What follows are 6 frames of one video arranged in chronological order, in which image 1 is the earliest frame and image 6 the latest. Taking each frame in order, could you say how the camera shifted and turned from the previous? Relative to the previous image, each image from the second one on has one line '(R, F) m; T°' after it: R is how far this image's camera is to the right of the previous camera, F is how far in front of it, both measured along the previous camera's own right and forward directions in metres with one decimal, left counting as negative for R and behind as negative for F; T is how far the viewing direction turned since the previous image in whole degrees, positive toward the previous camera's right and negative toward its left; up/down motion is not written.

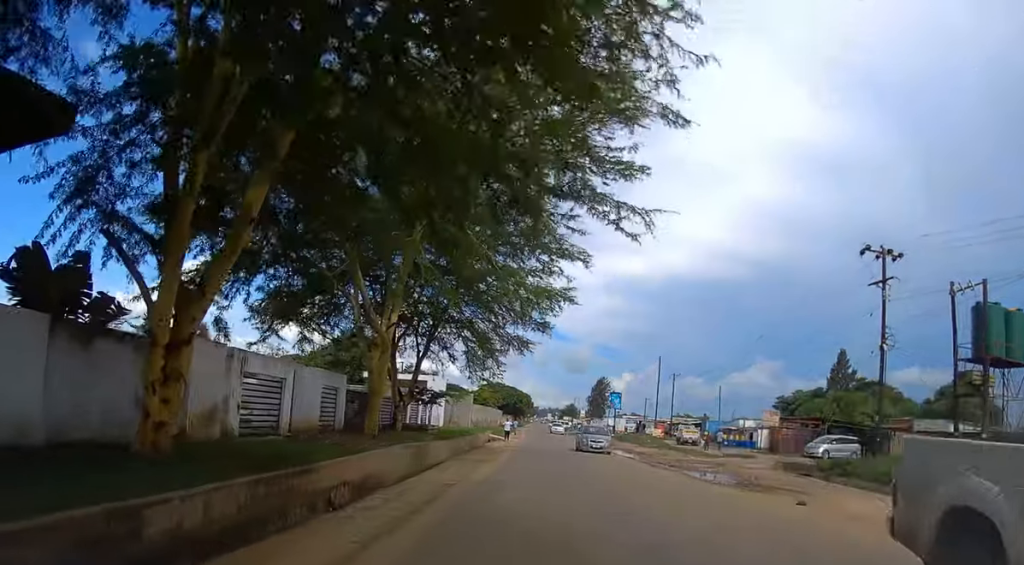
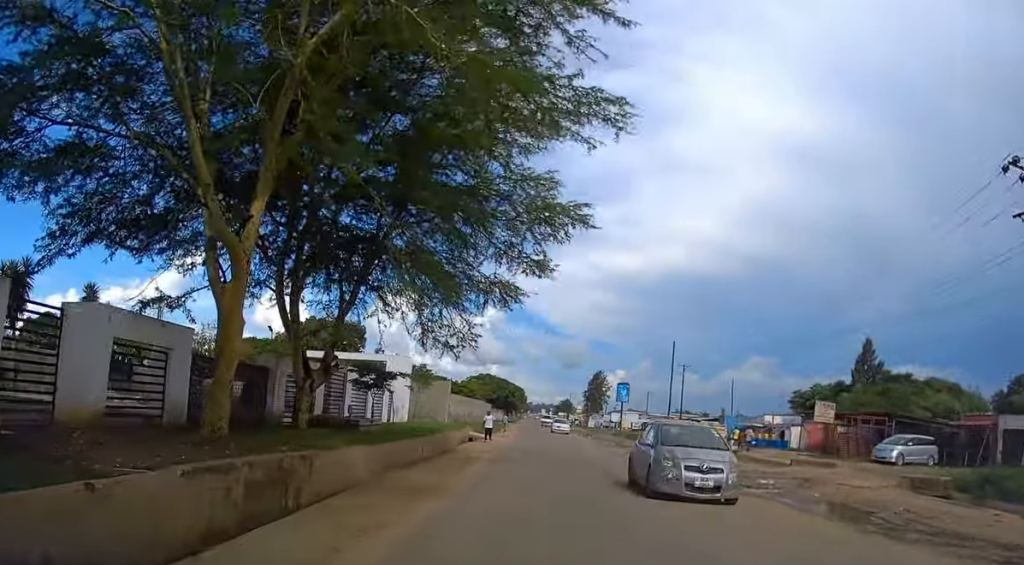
(-0.1, +11.6) m; 0°
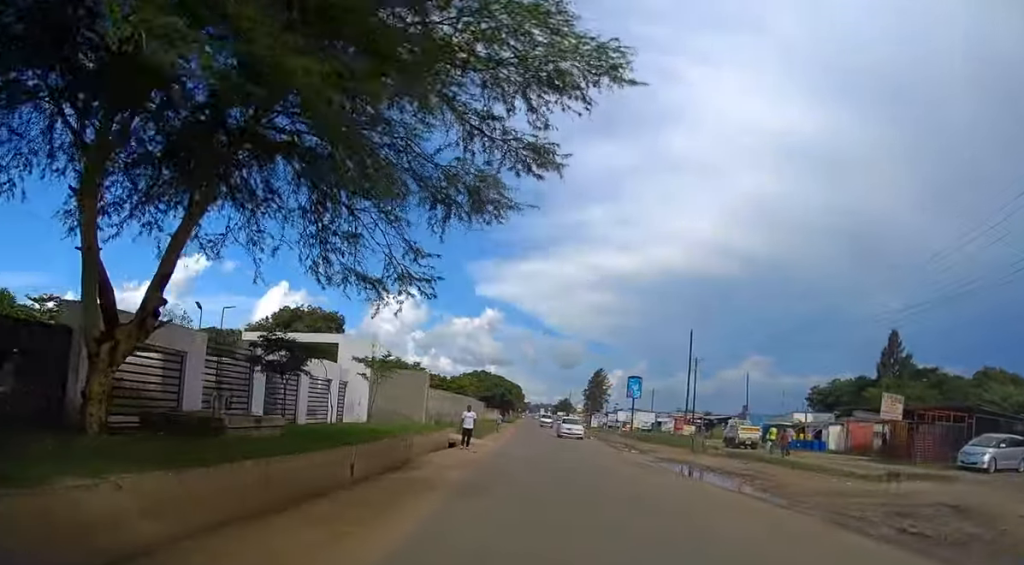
(0.0, +9.0) m; 0°
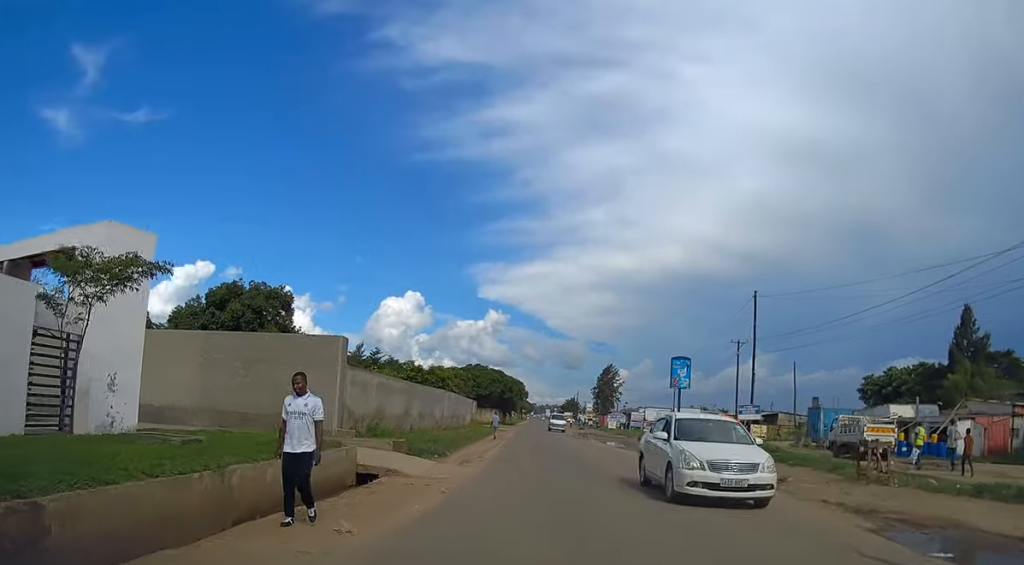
(0.0, +17.9) m; 0°
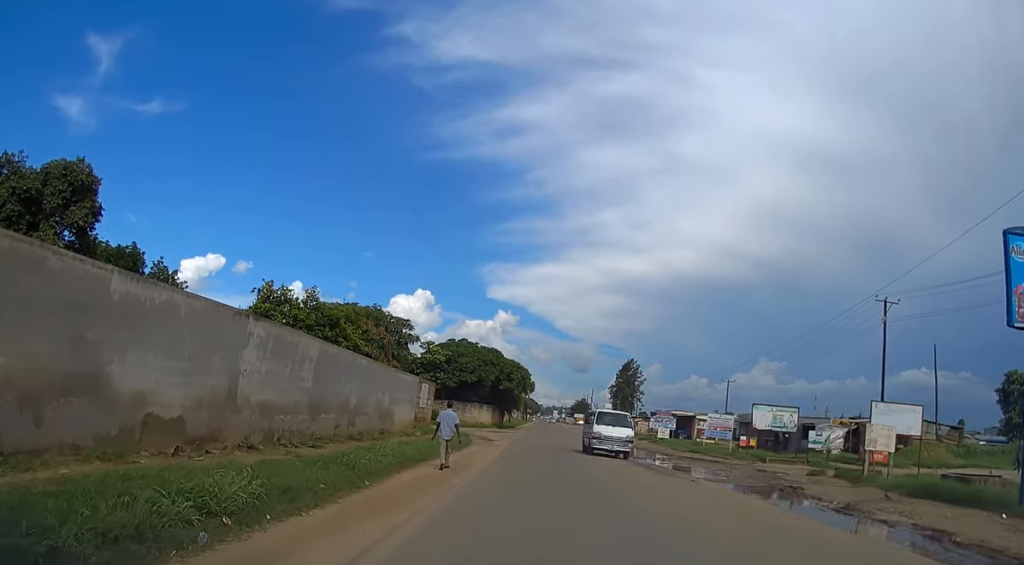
(-0.6, +31.5) m; -1°
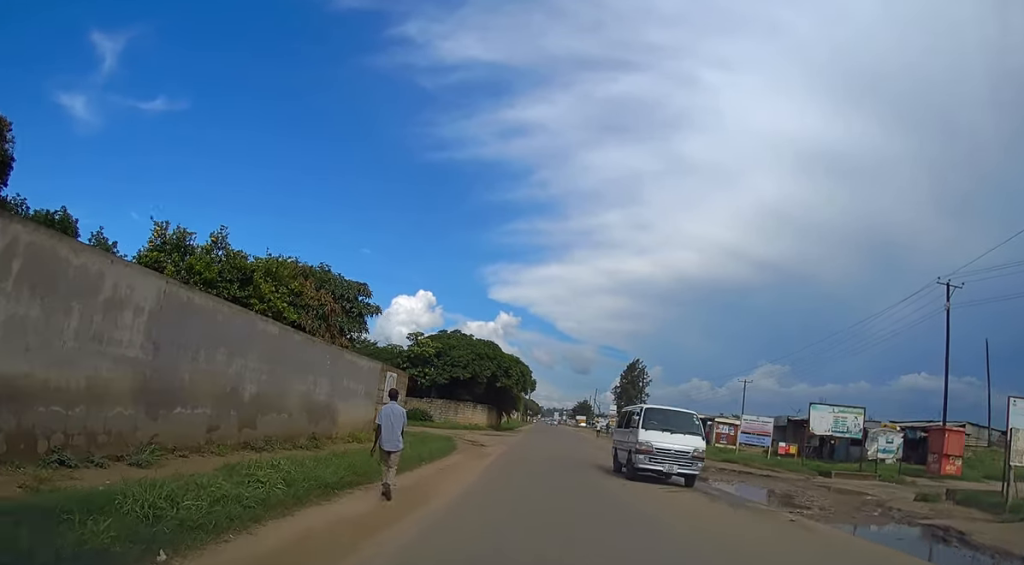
(0.0, +7.7) m; 0°
